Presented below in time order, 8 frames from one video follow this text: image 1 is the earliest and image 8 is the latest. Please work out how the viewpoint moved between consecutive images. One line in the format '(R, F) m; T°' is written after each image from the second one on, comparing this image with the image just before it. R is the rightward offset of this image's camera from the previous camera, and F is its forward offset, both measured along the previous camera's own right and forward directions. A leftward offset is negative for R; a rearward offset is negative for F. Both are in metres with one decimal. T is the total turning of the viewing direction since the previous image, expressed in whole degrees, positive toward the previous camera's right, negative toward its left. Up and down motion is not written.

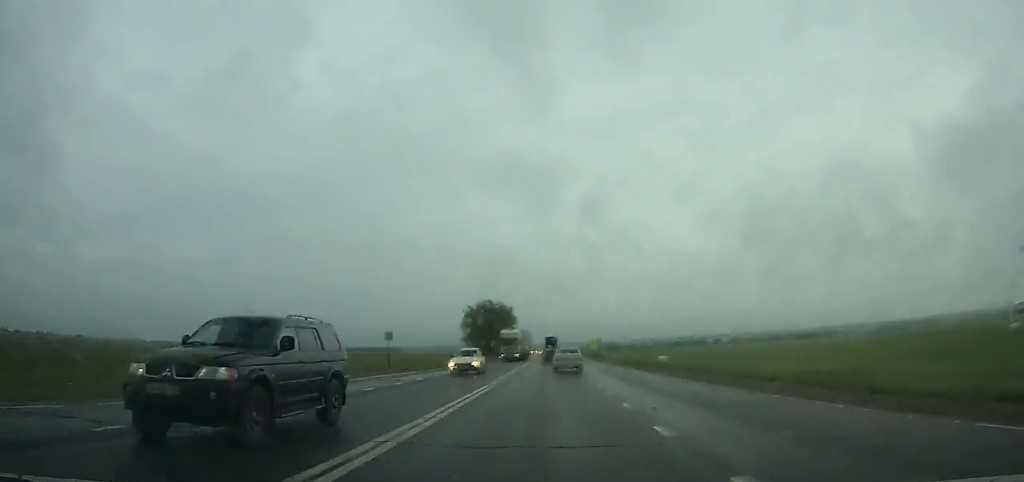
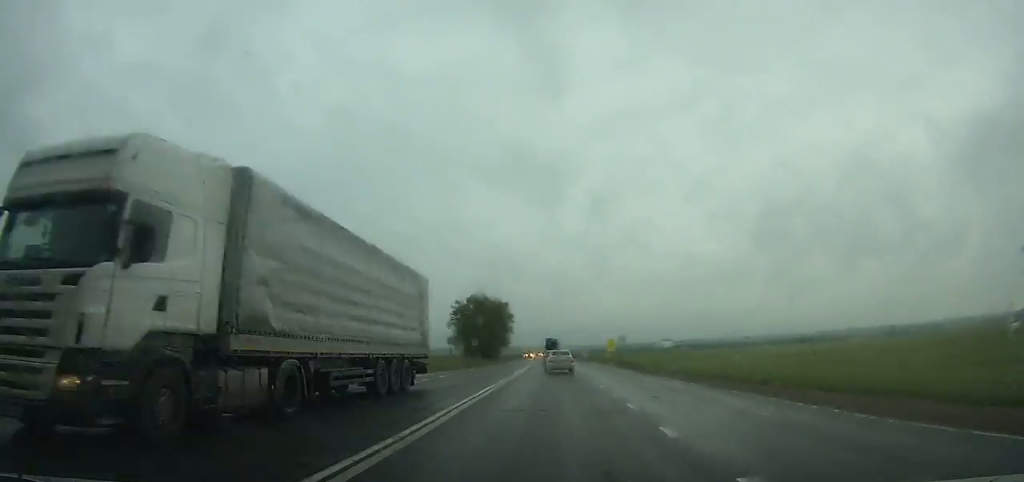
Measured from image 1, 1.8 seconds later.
(0.0, +31.6) m; 0°
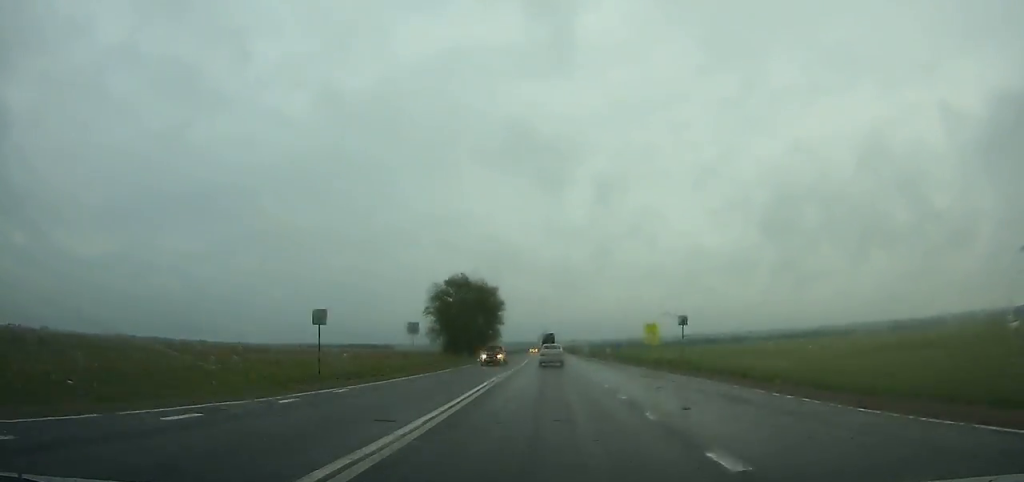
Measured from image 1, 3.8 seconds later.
(0.0, +35.4) m; 0°
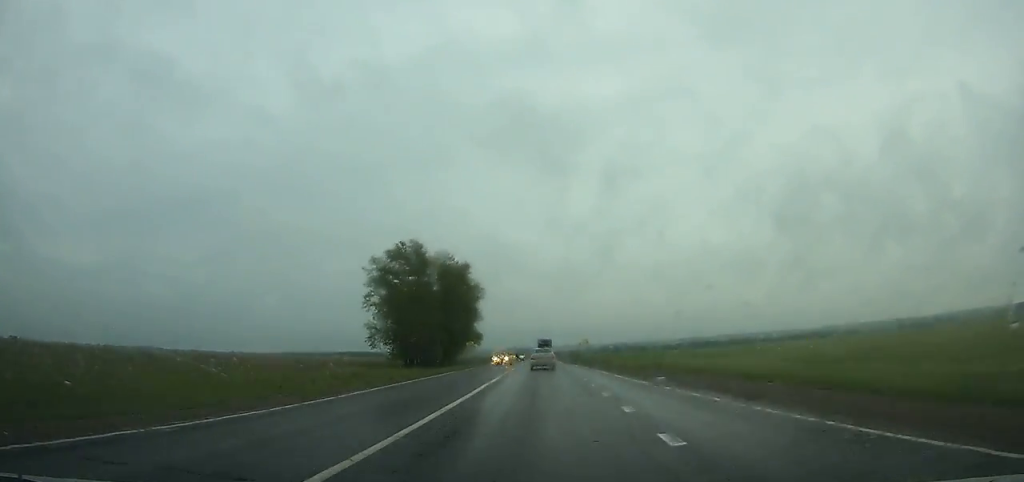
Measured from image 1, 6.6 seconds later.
(0.0, +49.9) m; 0°
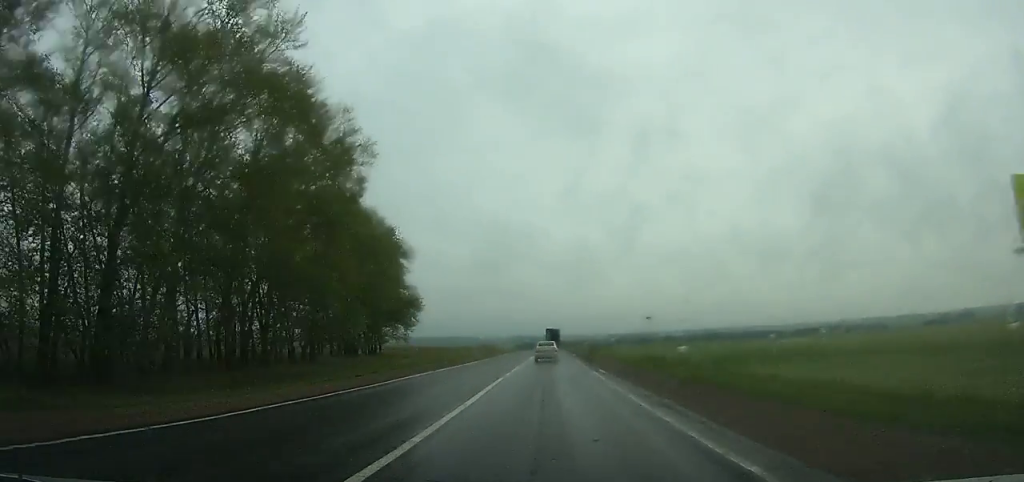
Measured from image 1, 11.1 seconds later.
(-0.5, +80.4) m; 0°
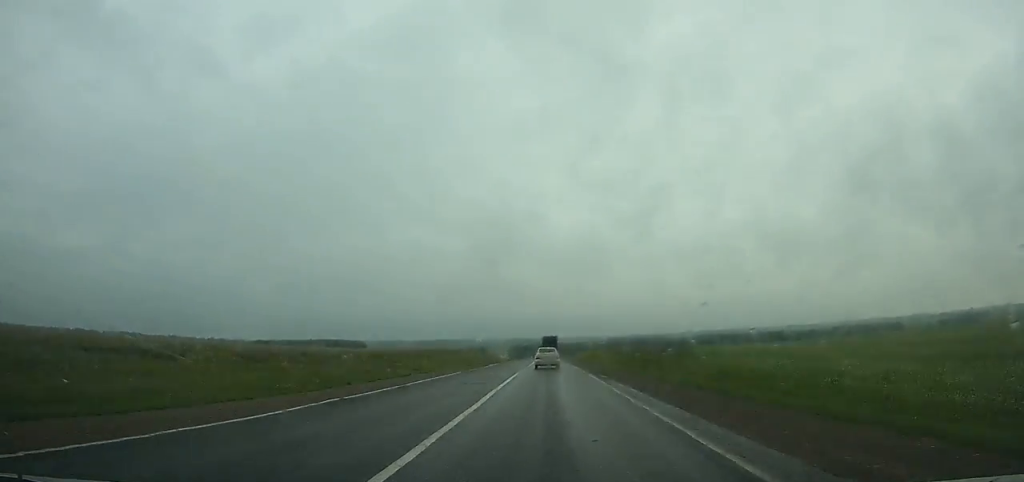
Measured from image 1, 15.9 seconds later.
(+0.5, +84.3) m; 0°
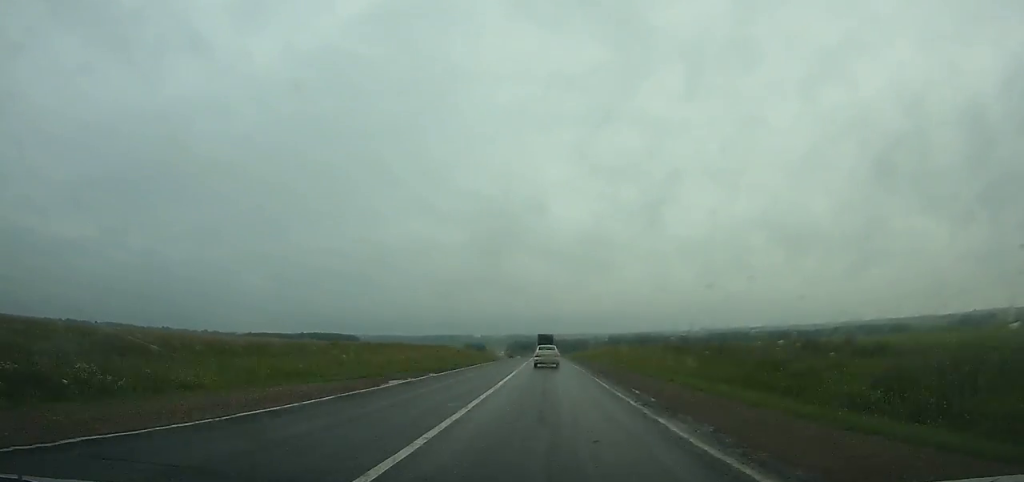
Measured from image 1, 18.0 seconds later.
(0.0, +36.1) m; 0°
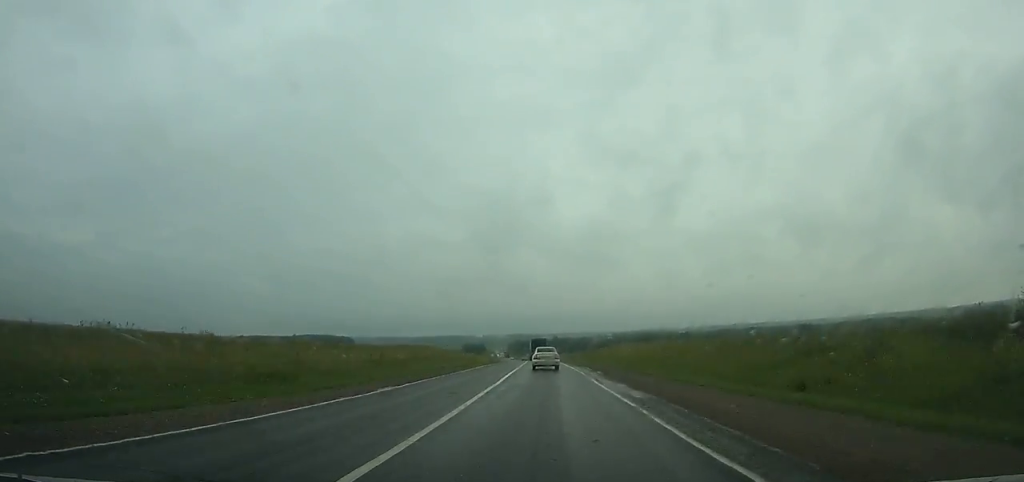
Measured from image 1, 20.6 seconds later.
(0.0, +43.8) m; 0°
